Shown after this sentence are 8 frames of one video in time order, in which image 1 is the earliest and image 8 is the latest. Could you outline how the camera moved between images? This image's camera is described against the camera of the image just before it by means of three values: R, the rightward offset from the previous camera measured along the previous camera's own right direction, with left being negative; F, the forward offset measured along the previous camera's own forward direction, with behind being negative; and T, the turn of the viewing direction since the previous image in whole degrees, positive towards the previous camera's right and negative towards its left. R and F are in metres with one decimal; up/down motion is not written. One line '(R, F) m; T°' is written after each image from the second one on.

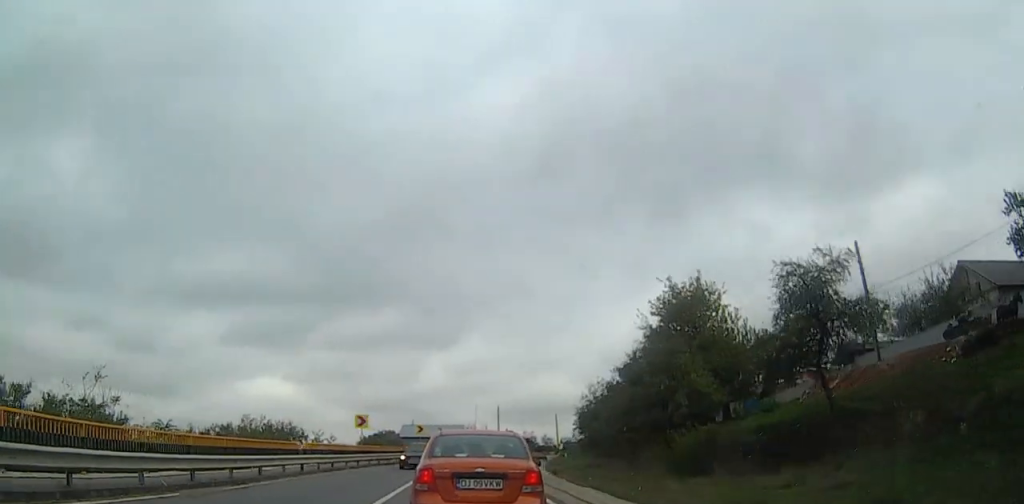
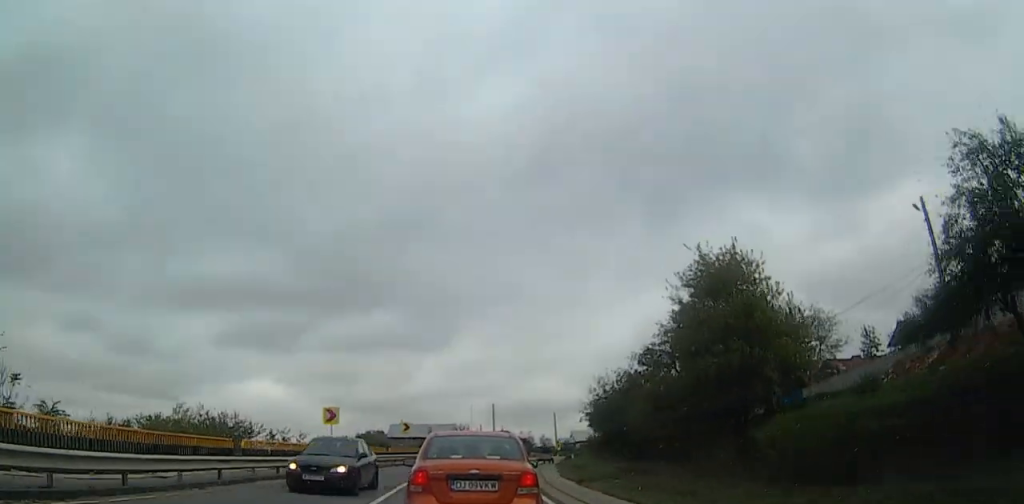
(-0.6, +7.8) m; -1°
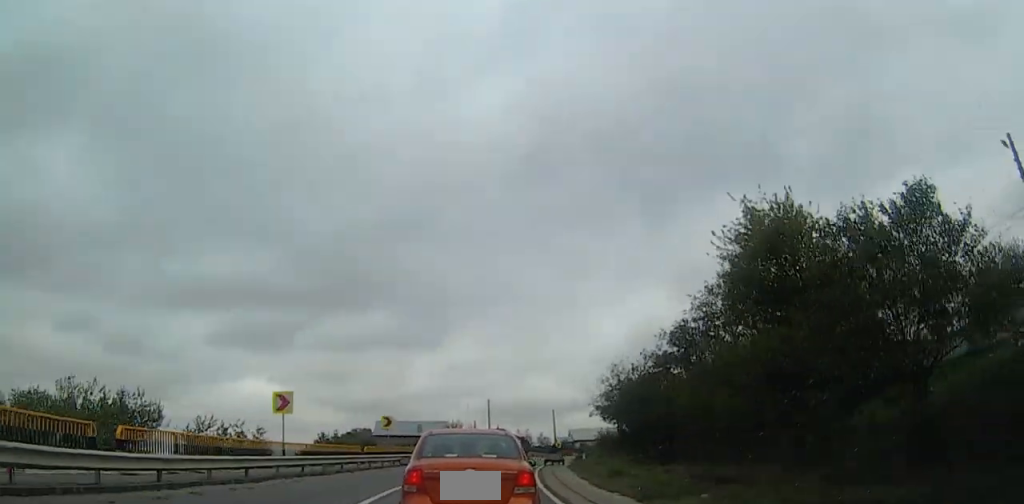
(+0.8, +8.2) m; 0°
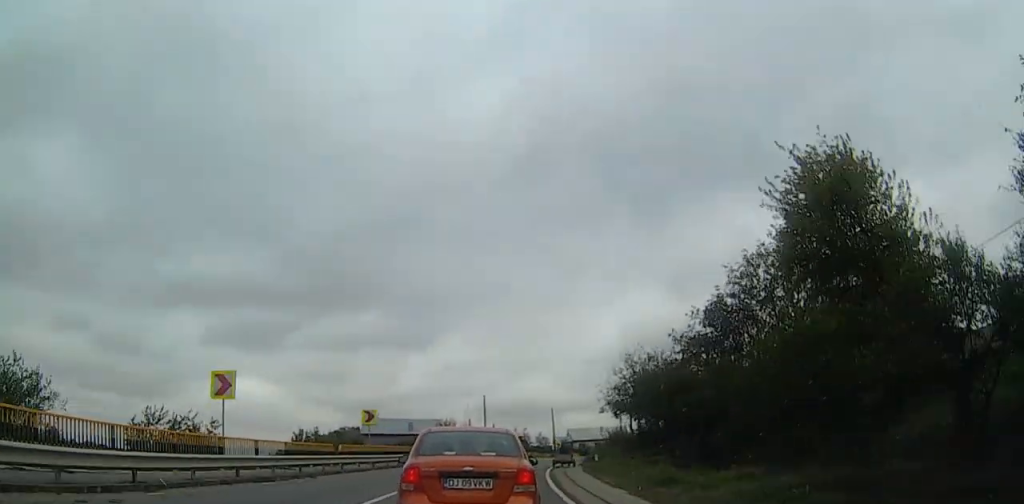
(-0.2, +6.0) m; -1°
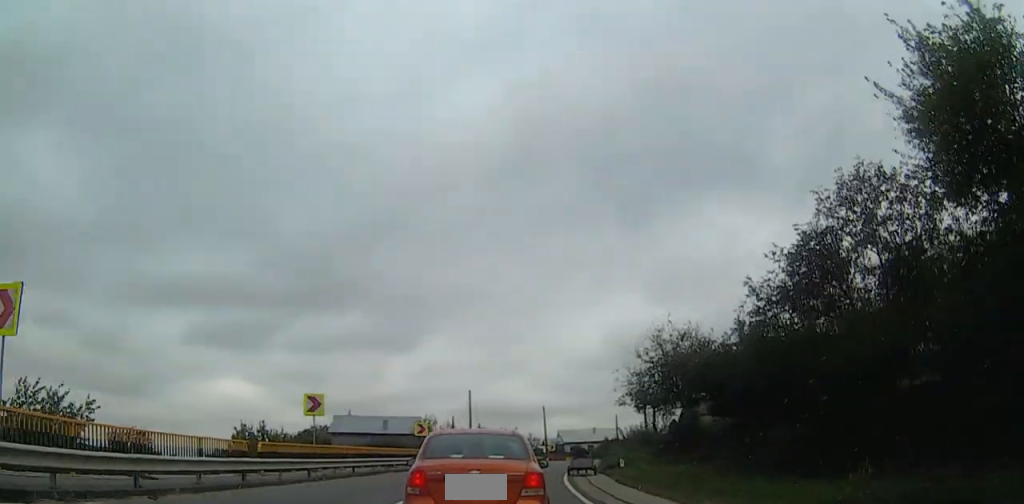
(-0.5, +9.6) m; +1°
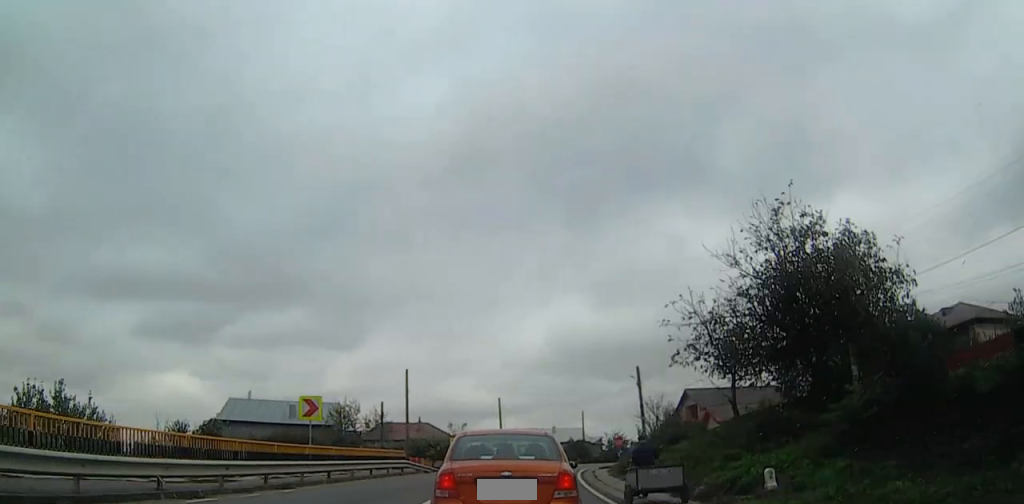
(+1.8, +17.1) m; +8°
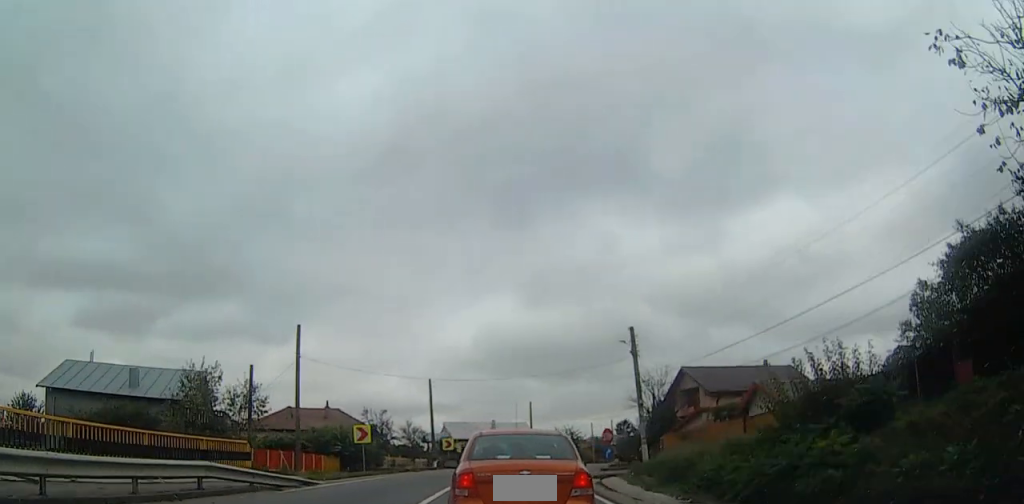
(+0.8, +18.8) m; +7°
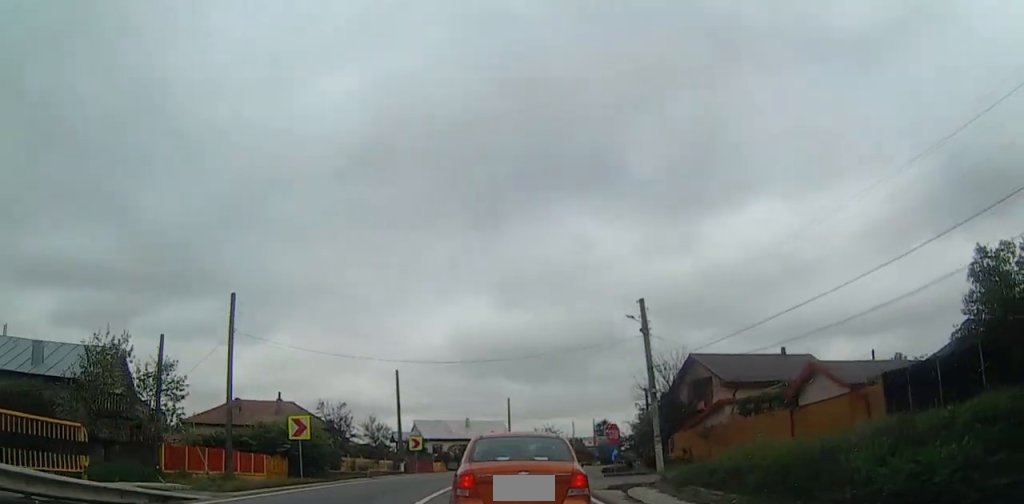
(+0.3, +8.4) m; +2°
